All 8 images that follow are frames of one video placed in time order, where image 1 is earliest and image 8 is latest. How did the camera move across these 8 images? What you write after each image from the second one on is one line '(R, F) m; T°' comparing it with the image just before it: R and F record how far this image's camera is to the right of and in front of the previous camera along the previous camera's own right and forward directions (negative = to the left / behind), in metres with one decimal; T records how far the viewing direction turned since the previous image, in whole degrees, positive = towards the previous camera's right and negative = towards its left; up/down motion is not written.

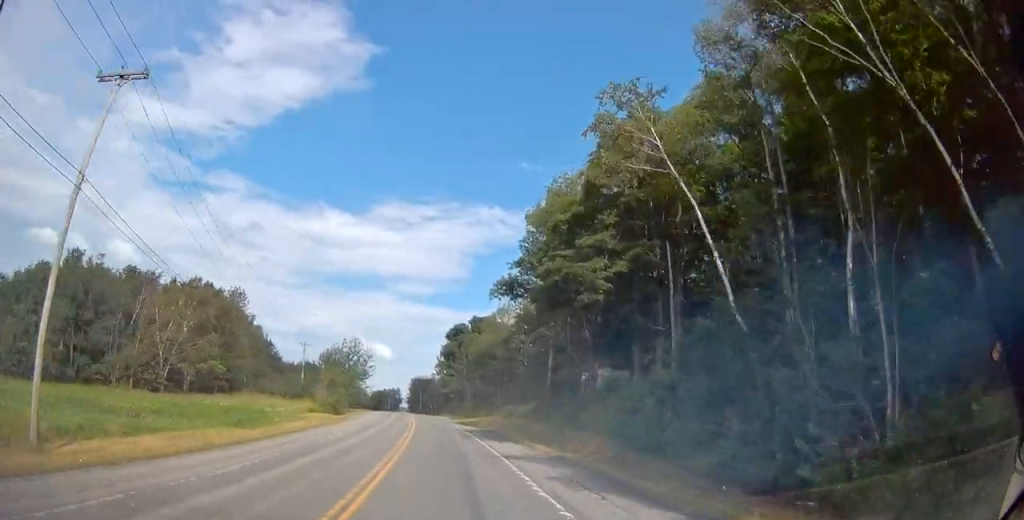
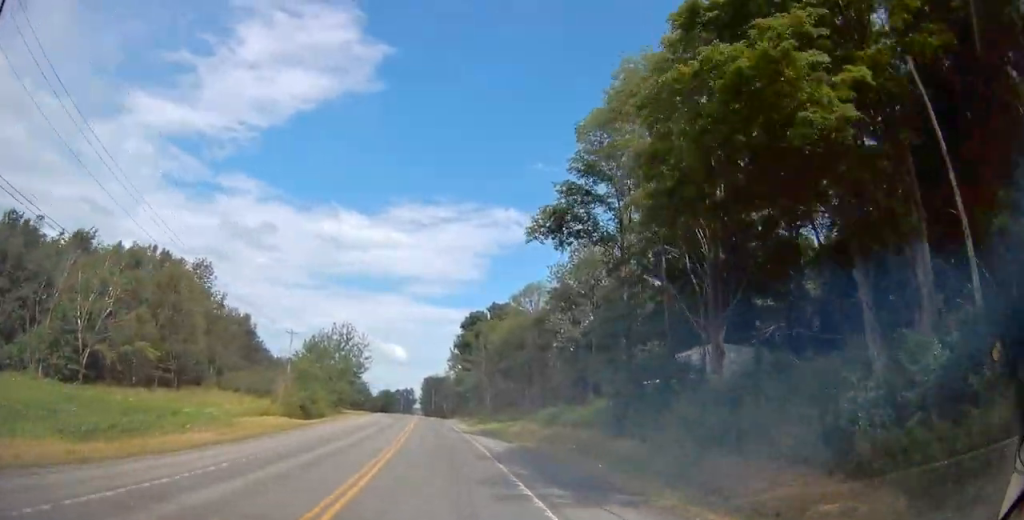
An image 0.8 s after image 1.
(-0.3, +19.3) m; -2°
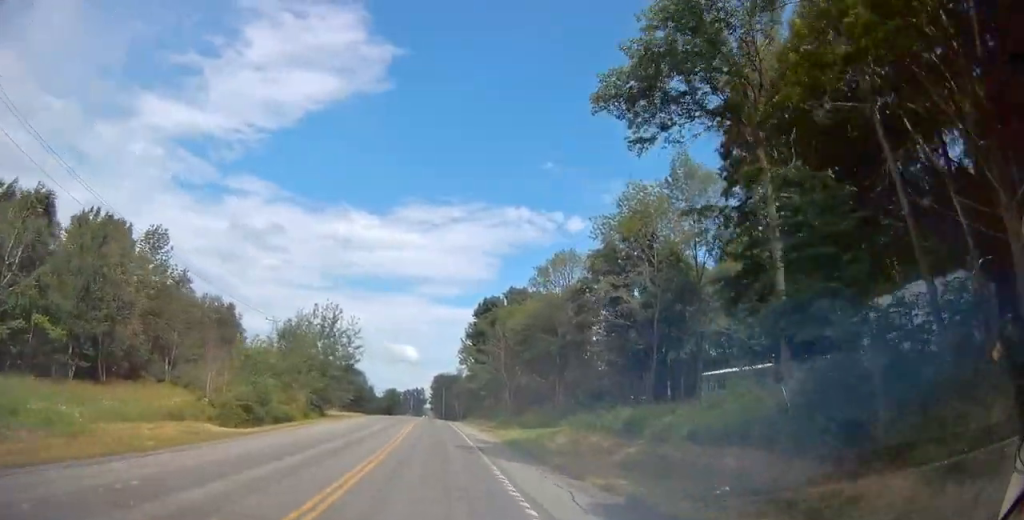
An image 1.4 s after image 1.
(-0.4, +15.9) m; -1°
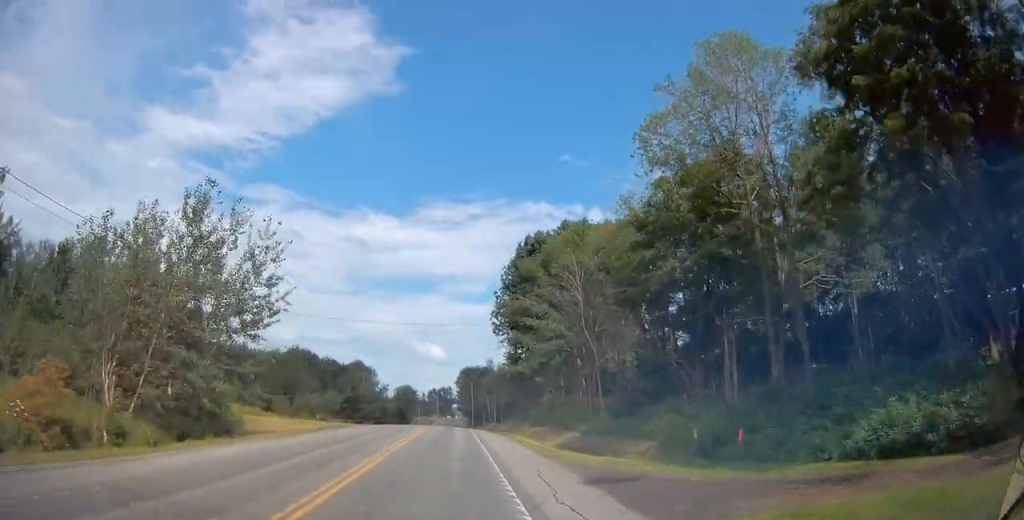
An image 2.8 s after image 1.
(-0.8, +36.1) m; -3°
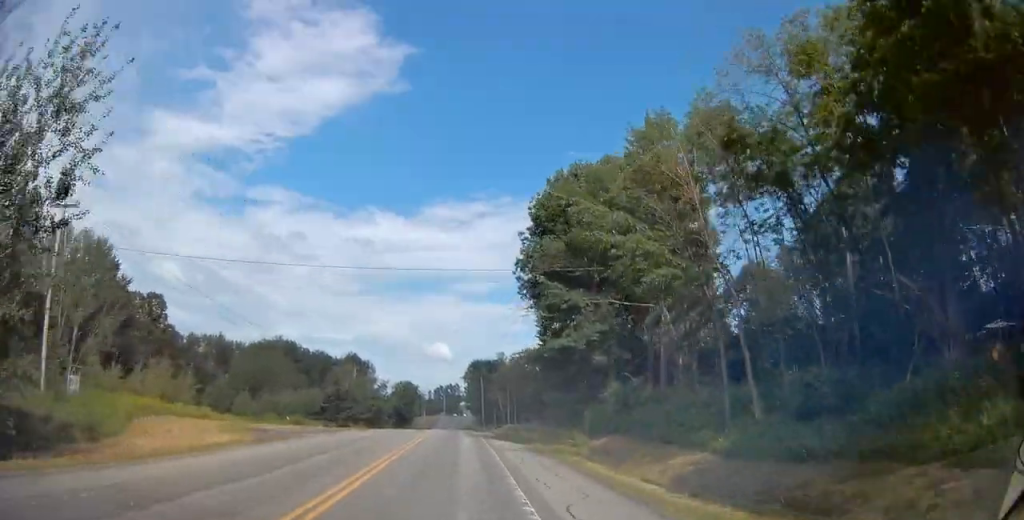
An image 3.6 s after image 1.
(-0.4, +18.5) m; 0°
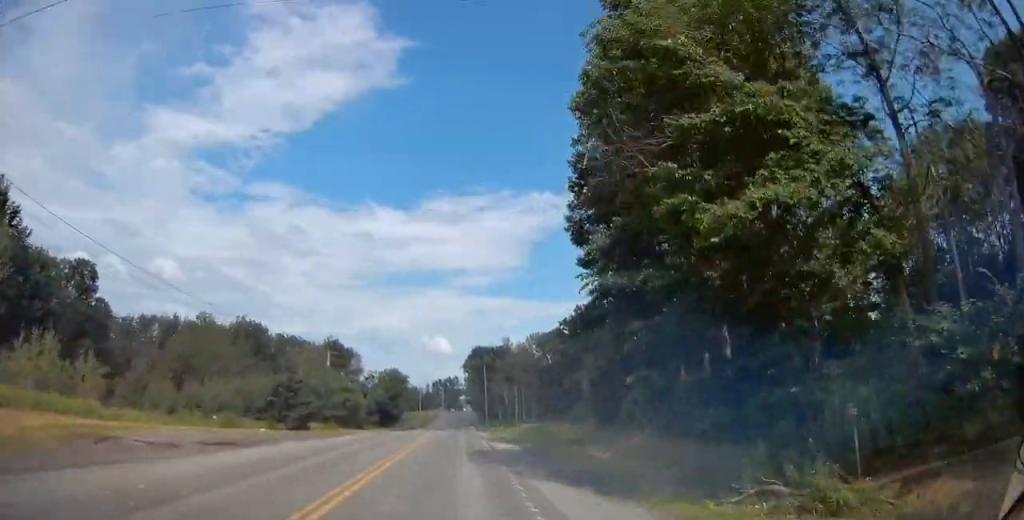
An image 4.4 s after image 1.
(+0.4, +21.0) m; +1°
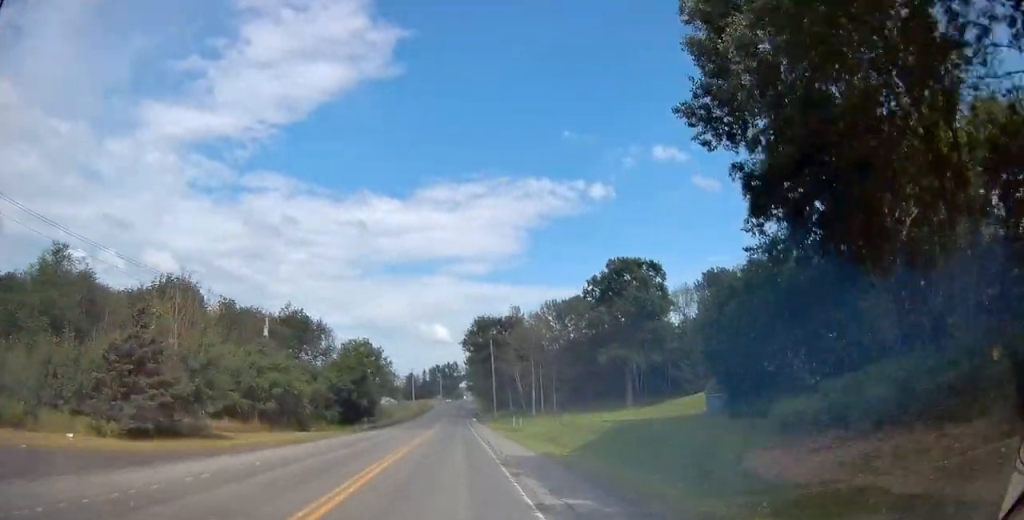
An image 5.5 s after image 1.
(-0.1, +27.8) m; -1°
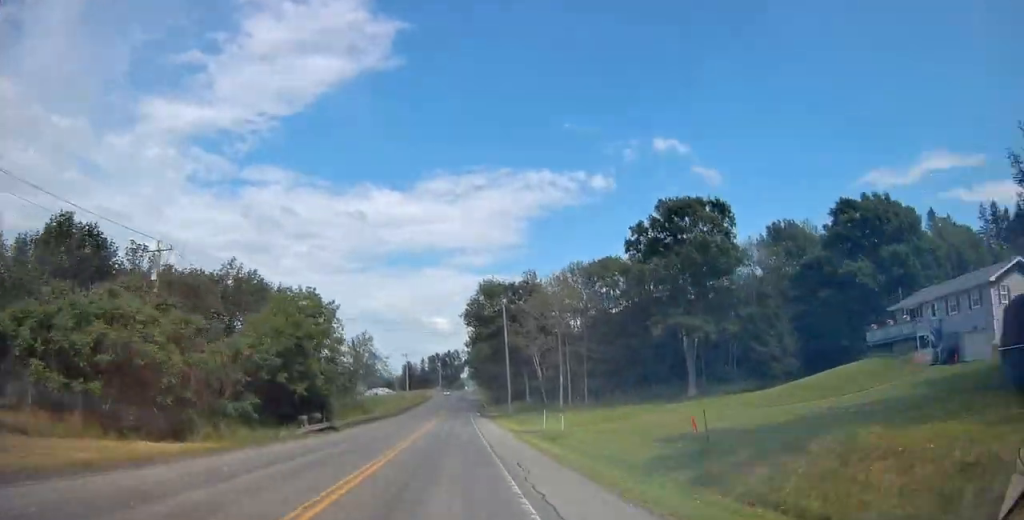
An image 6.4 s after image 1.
(-0.4, +23.6) m; 0°
